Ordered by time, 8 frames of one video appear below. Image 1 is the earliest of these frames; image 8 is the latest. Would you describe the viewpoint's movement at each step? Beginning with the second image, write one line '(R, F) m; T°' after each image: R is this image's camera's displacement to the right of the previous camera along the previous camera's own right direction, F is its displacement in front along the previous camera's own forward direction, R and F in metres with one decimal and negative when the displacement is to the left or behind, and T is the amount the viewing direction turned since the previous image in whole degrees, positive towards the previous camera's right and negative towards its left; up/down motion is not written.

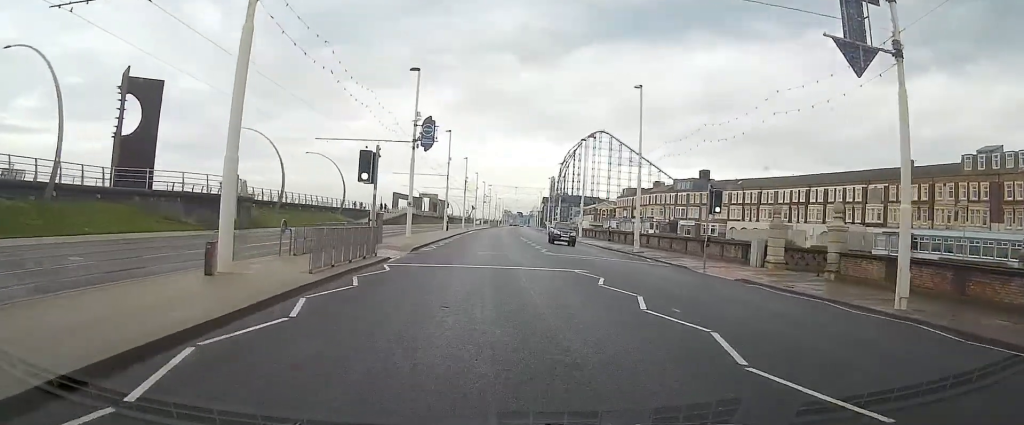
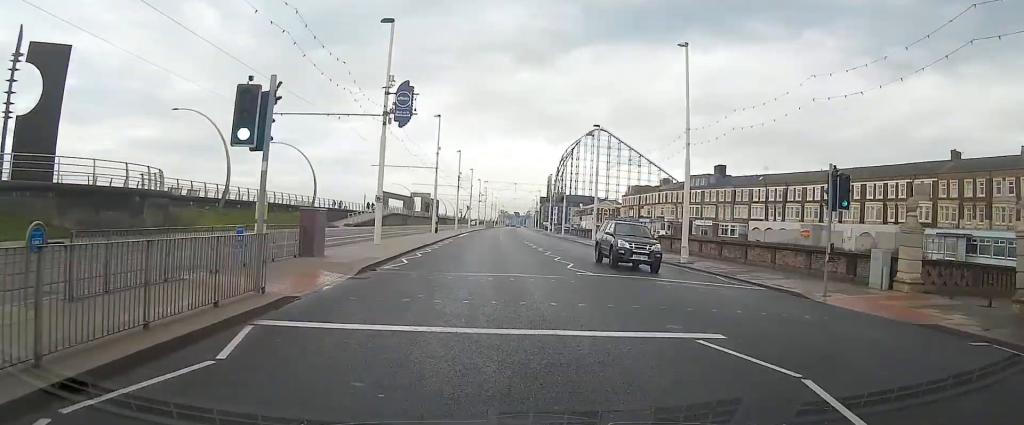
(0.0, +11.1) m; 0°
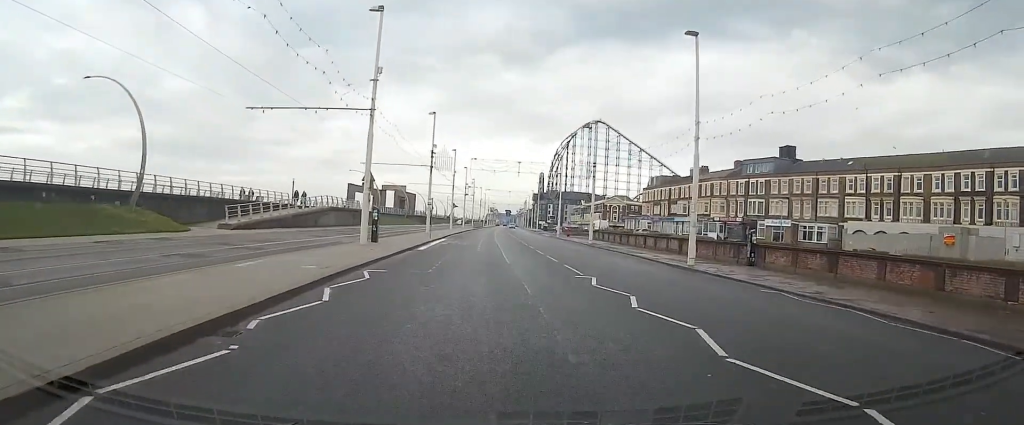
(+0.9, +31.4) m; +2°
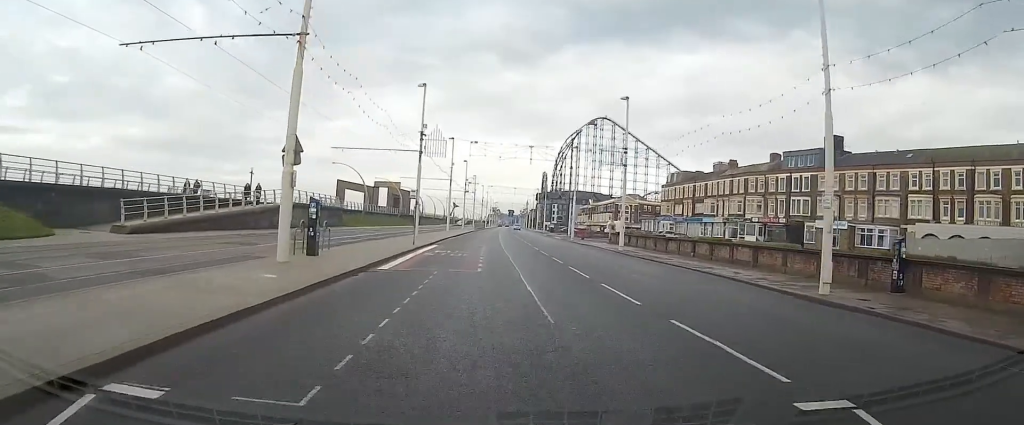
(0.0, +12.5) m; 0°
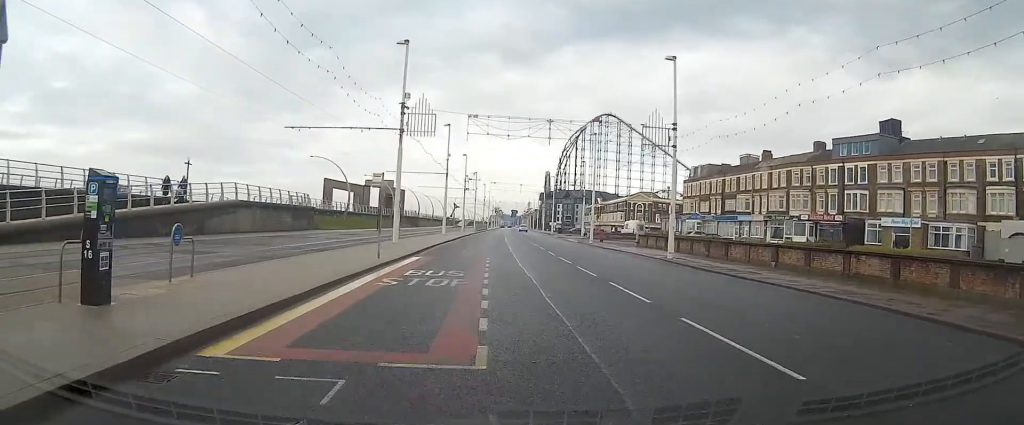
(0.0, +12.1) m; 0°
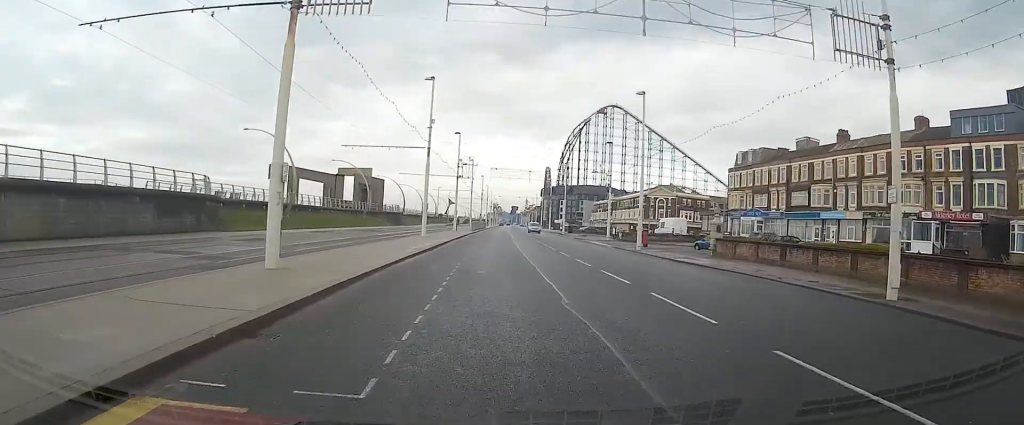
(+0.1, +20.5) m; +1°
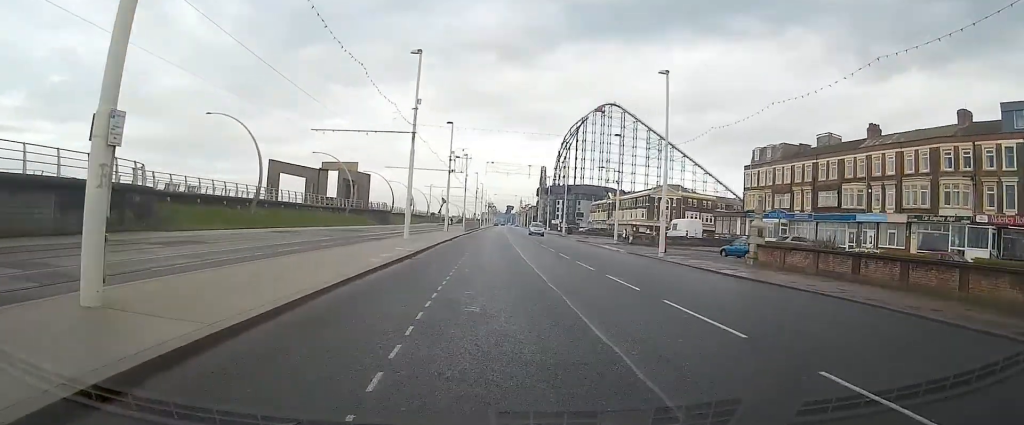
(0.0, +7.1) m; 0°
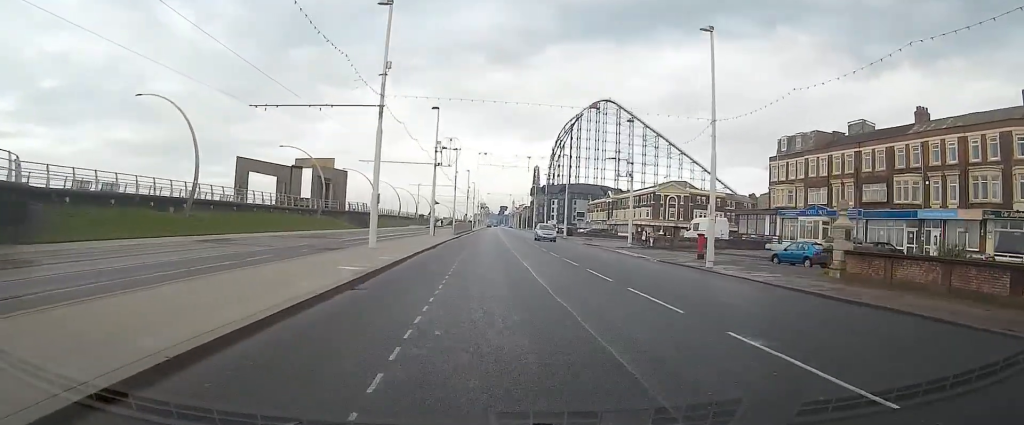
(0.0, +9.5) m; 0°
